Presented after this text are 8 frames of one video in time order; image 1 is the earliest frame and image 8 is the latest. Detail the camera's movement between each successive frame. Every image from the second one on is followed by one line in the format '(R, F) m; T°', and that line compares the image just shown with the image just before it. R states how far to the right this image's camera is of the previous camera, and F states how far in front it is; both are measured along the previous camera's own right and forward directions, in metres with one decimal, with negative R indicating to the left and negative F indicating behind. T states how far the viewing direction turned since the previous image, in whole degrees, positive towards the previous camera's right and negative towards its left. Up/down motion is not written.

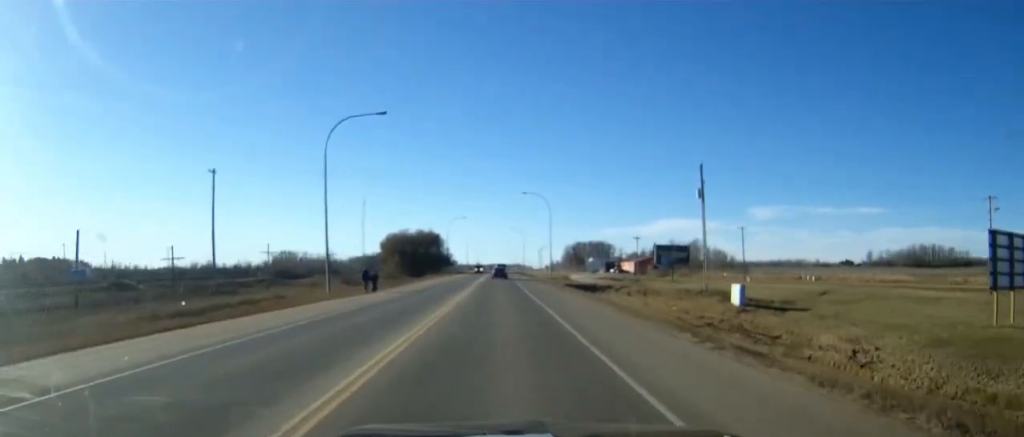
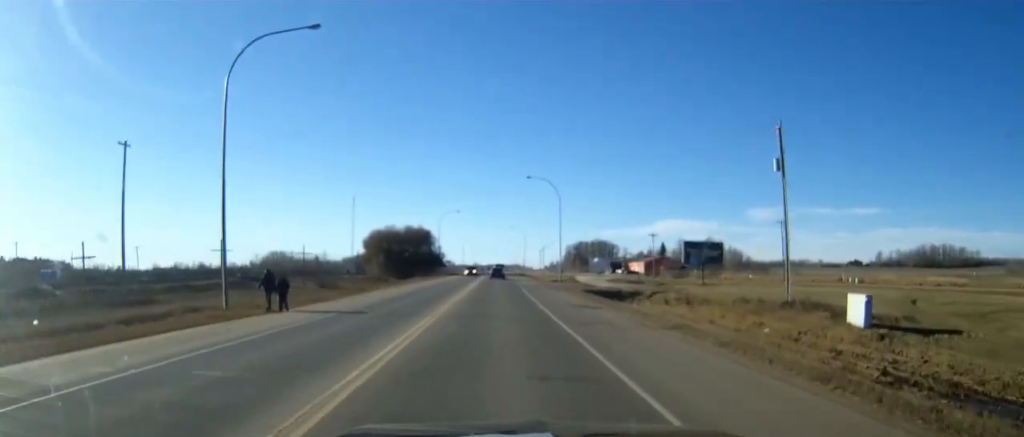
(0.0, +18.9) m; 0°
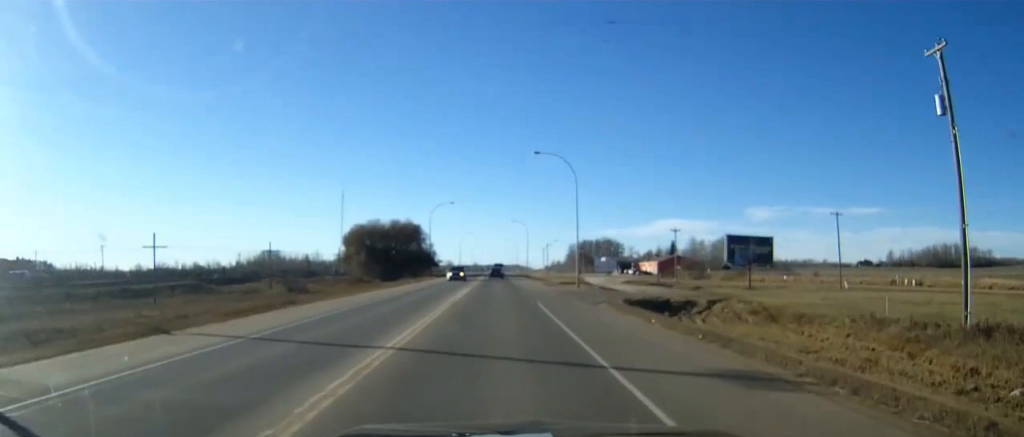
(0.0, +19.0) m; 0°
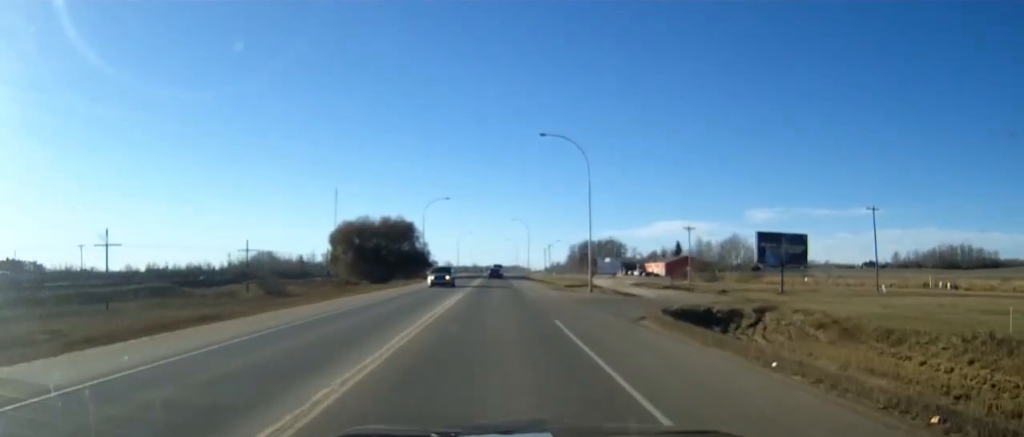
(0.0, +9.8) m; 0°
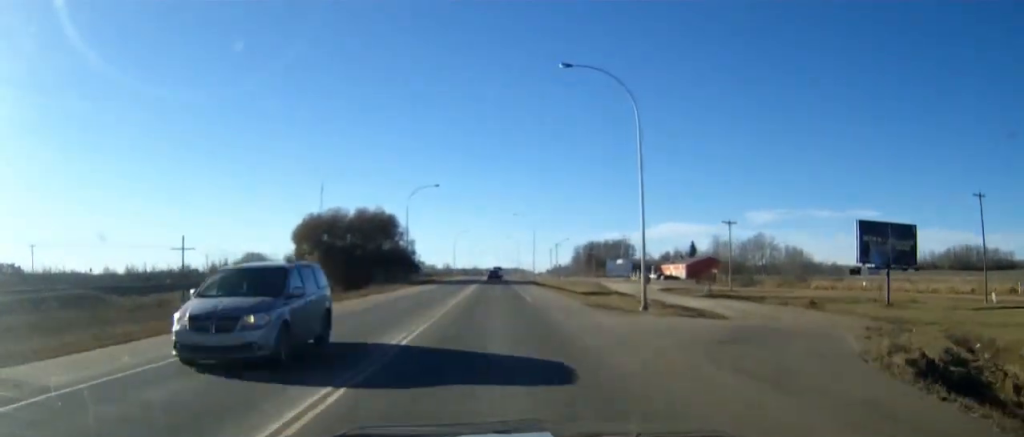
(0.0, +21.4) m; 0°
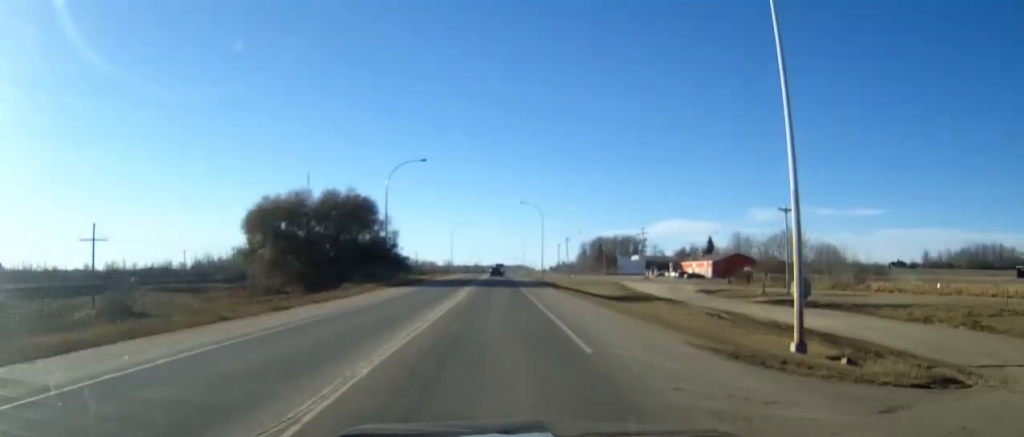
(0.0, +19.6) m; 0°
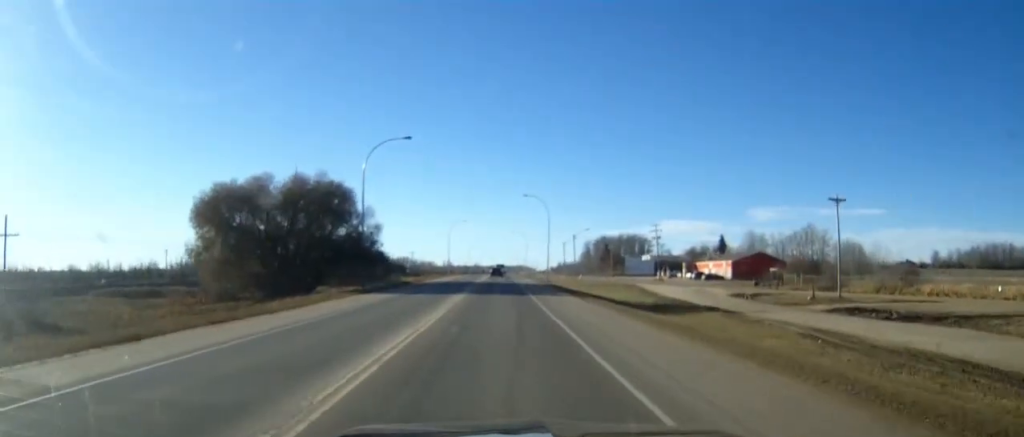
(0.0, +13.1) m; 0°
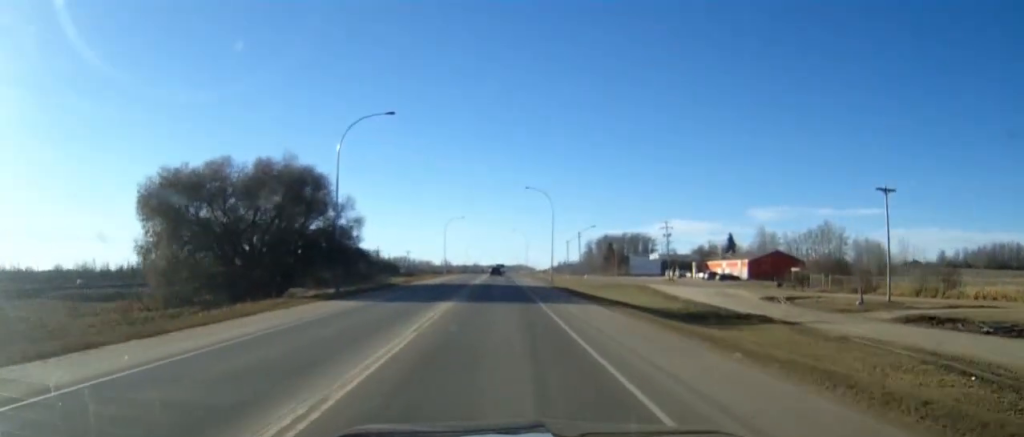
(0.0, +9.9) m; 0°
